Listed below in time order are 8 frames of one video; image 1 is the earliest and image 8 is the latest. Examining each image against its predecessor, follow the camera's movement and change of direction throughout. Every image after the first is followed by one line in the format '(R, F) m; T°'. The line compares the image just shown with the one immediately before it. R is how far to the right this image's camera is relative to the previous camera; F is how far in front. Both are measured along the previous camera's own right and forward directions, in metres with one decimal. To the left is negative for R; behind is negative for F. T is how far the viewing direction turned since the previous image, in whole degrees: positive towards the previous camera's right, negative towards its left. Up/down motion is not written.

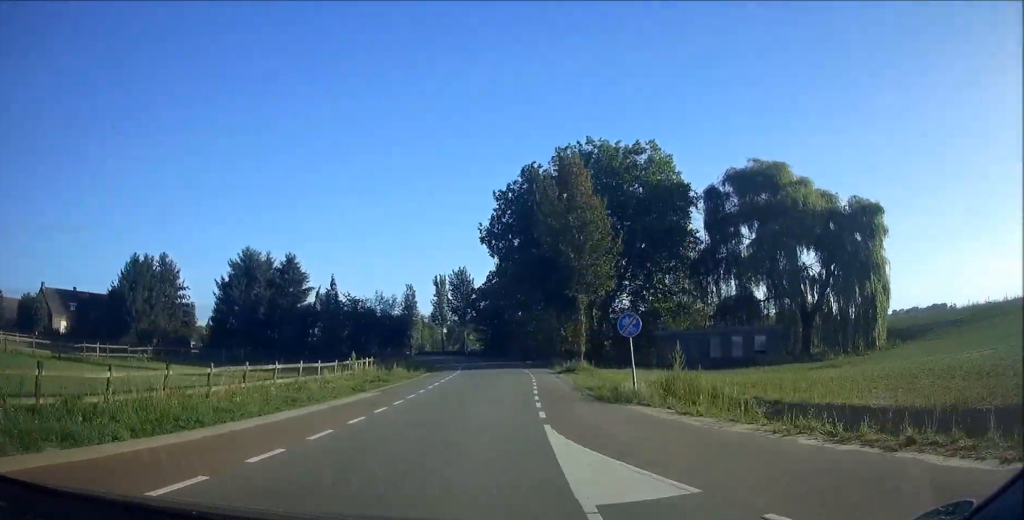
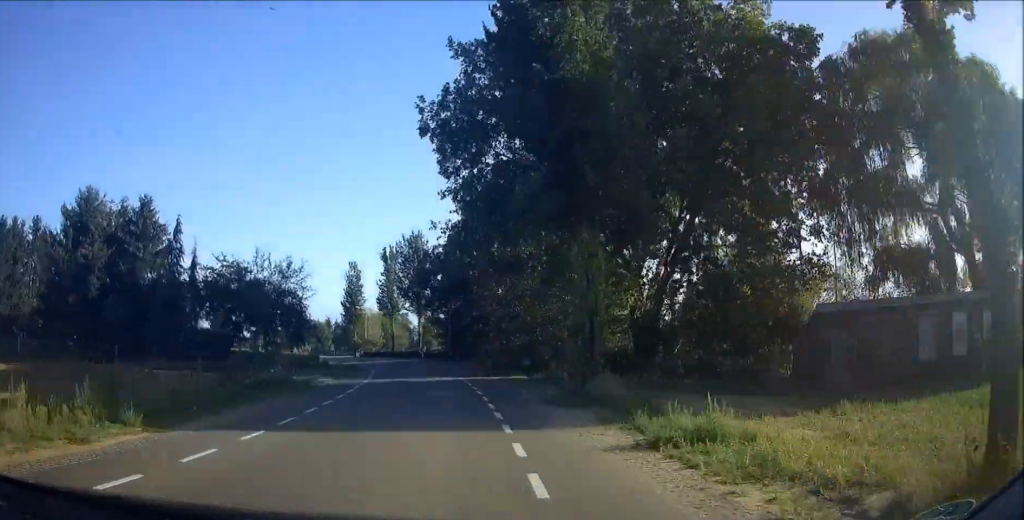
(+0.6, +28.1) m; -2°
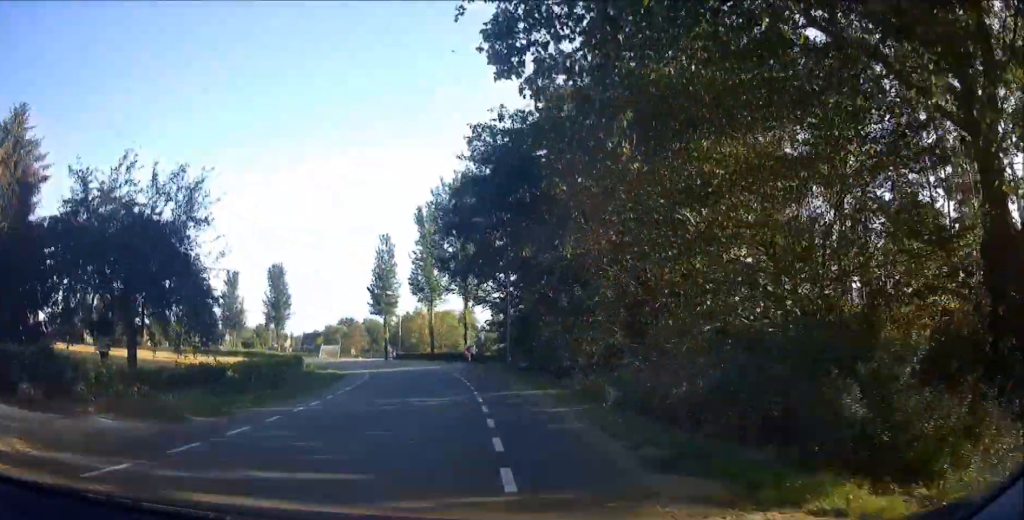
(-0.8, +21.9) m; -6°
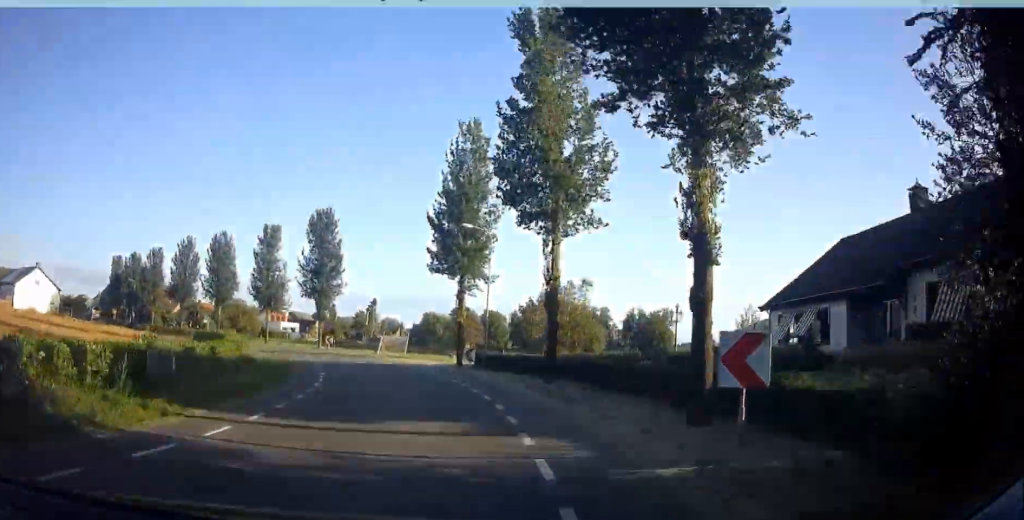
(-3.0, +32.3) m; -12°
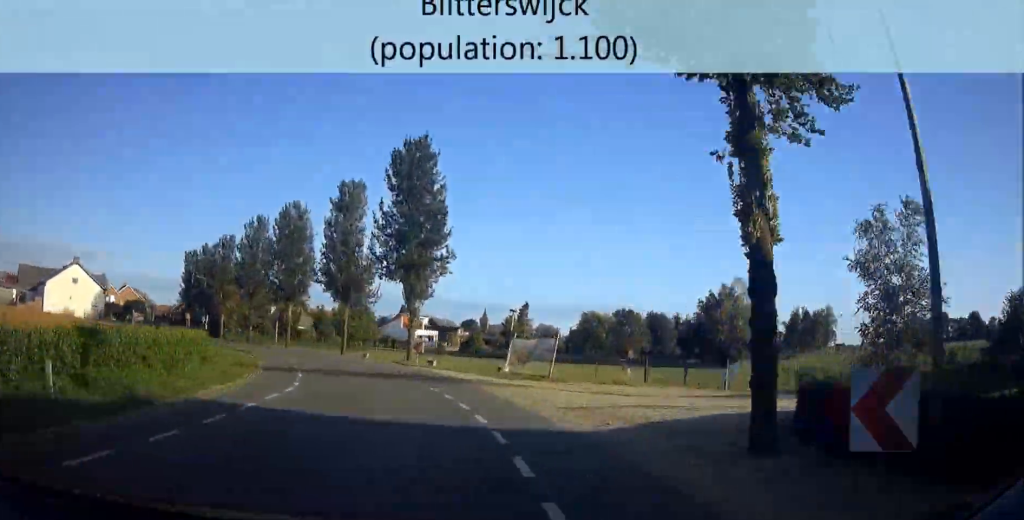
(-1.8, +24.0) m; -11°
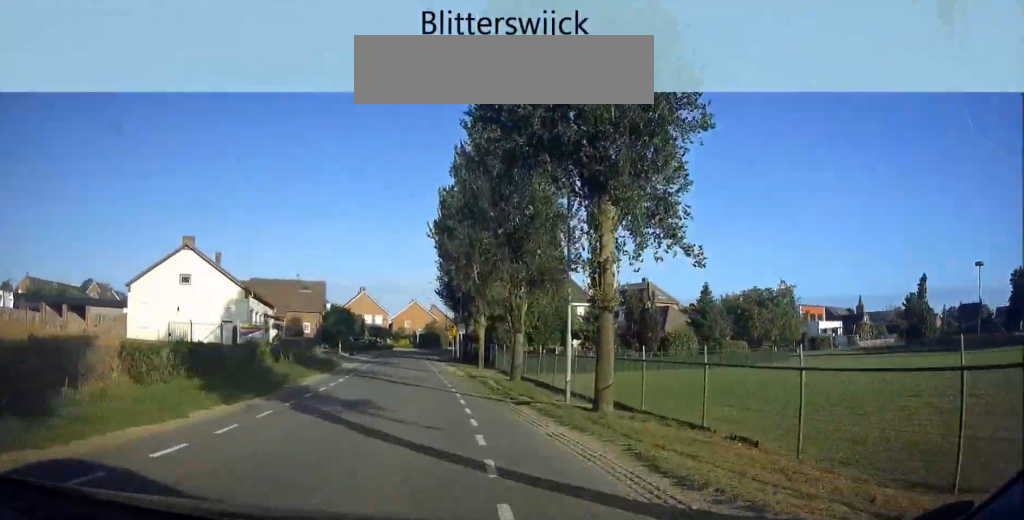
(-9.6, +44.3) m; -27°
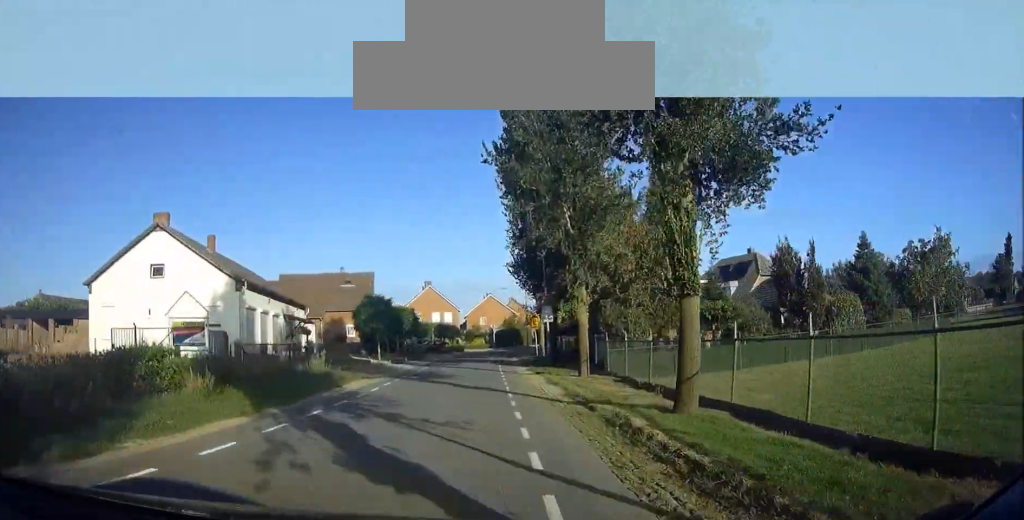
(-0.7, +14.1) m; -8°
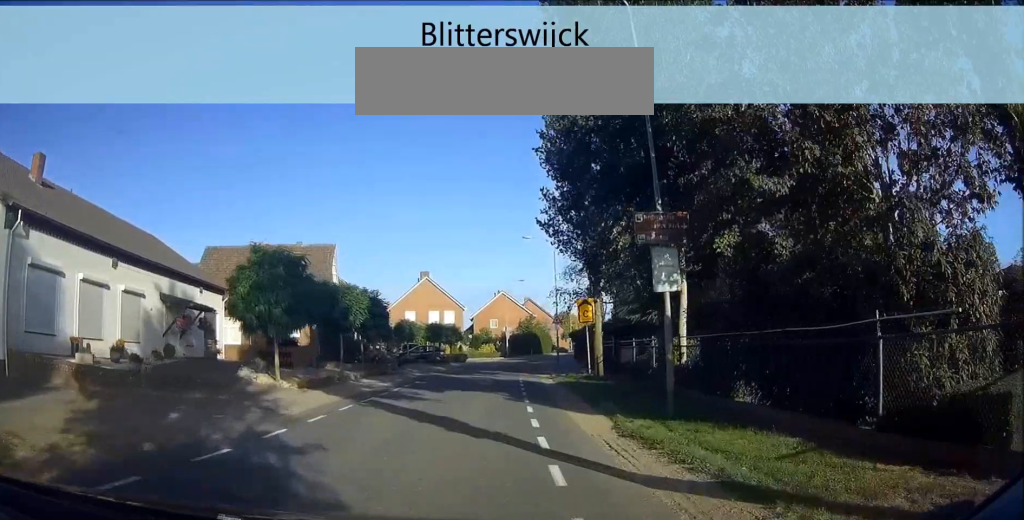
(-3.2, +19.1) m; -6°
